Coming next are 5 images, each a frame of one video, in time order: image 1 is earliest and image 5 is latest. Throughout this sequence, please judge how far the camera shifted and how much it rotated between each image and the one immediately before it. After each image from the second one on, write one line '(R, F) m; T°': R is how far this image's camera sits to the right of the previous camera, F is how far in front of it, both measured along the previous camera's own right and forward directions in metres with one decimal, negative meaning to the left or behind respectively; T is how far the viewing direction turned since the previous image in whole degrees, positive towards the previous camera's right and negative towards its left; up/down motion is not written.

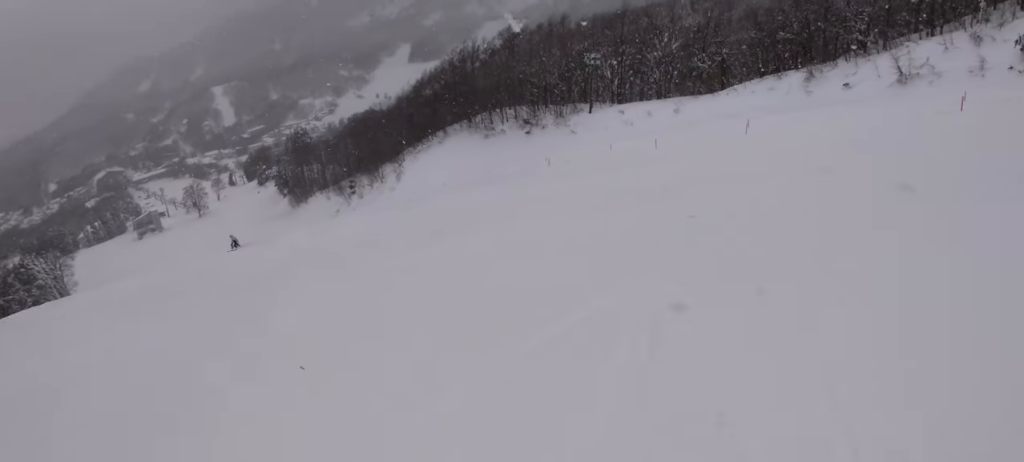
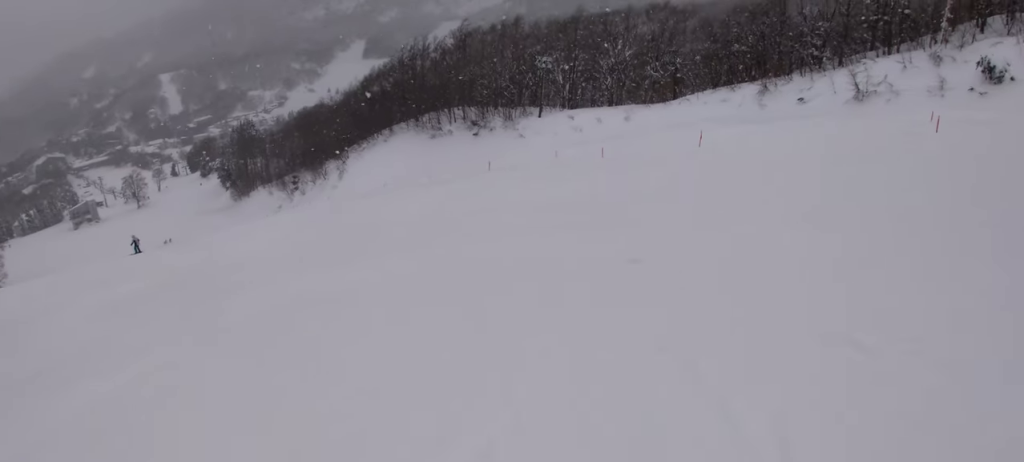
(0.0, +2.4) m; -11°
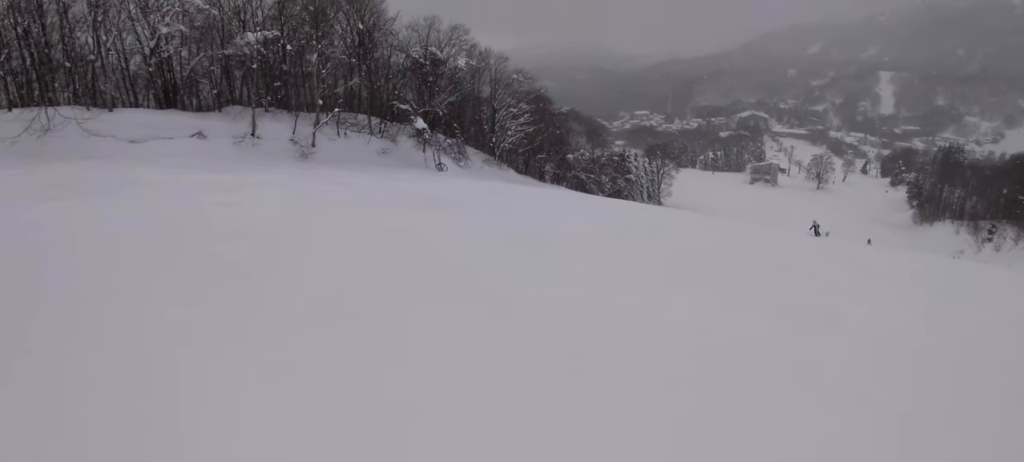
(-9.1, +8.2) m; -40°
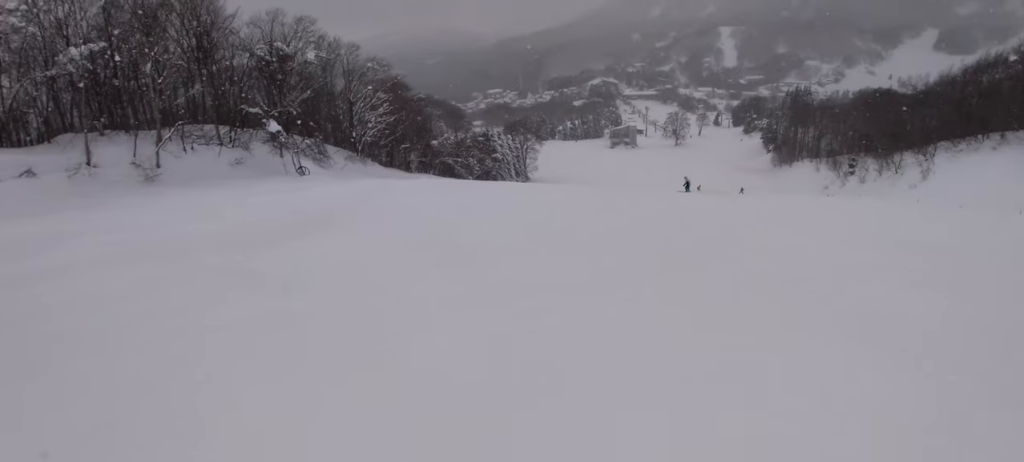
(+0.5, +2.8) m; +18°
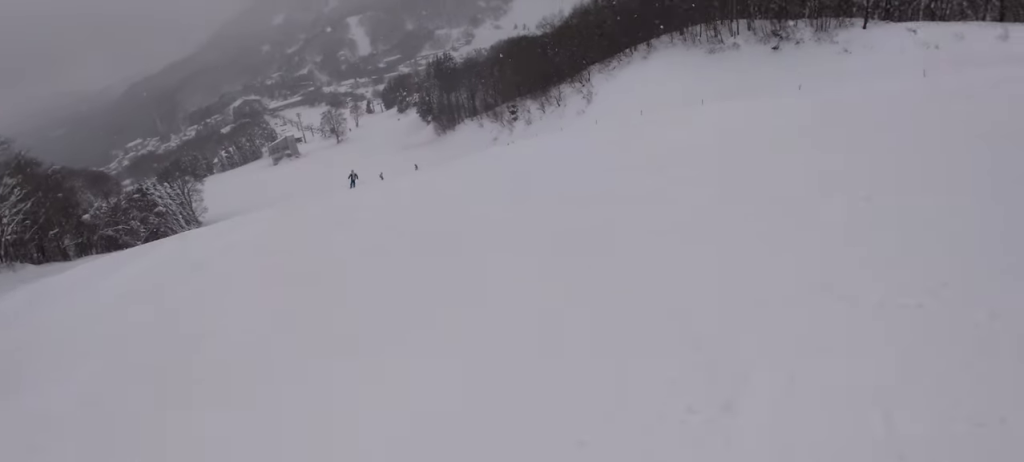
(+0.9, +3.6) m; +21°
